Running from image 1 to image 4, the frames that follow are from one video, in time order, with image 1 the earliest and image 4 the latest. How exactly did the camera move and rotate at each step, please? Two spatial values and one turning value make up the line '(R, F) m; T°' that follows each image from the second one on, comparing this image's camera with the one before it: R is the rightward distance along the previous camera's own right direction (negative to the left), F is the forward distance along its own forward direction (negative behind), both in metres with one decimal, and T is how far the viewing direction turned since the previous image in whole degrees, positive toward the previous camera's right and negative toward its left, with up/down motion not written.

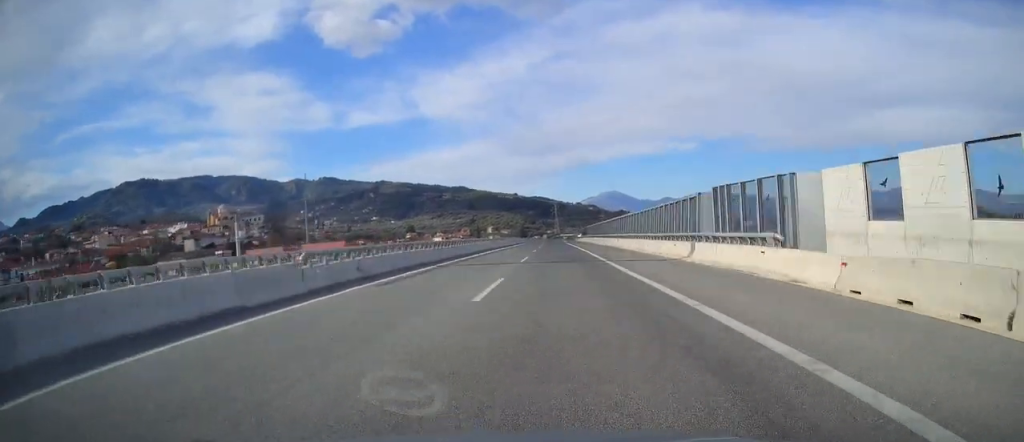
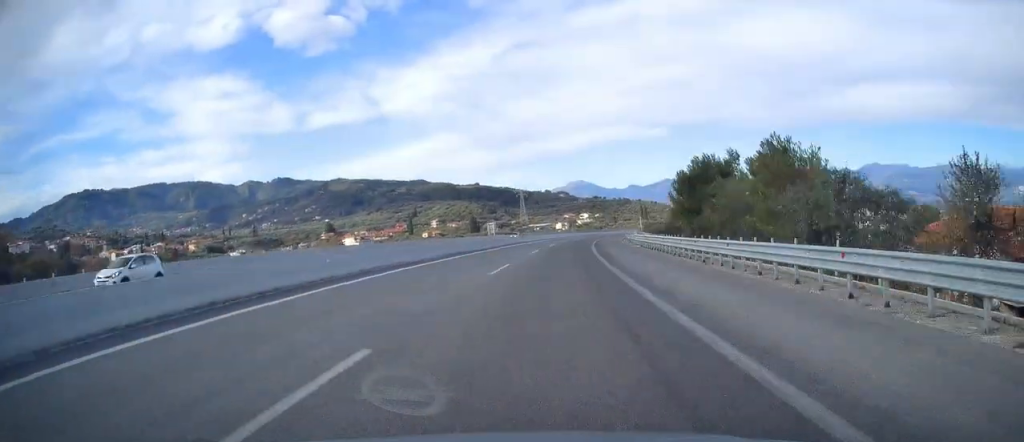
(+4.7, +198.1) m; +5°
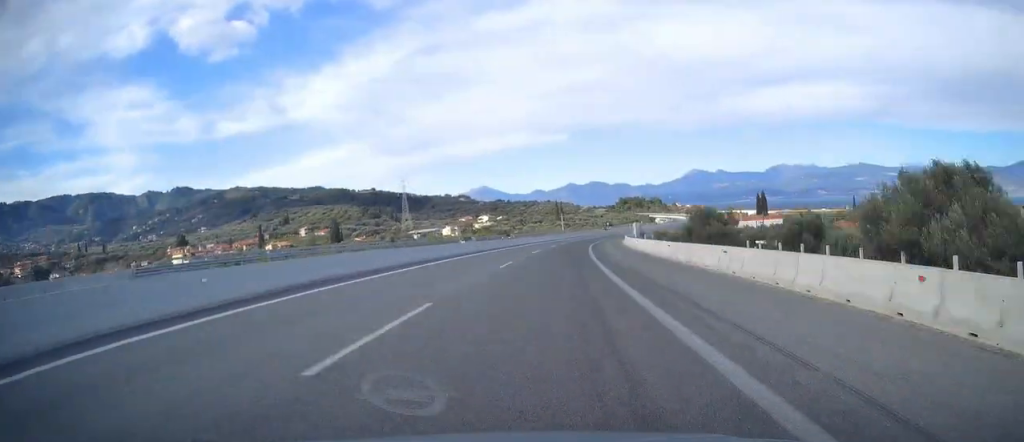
(+3.0, +99.9) m; +5°
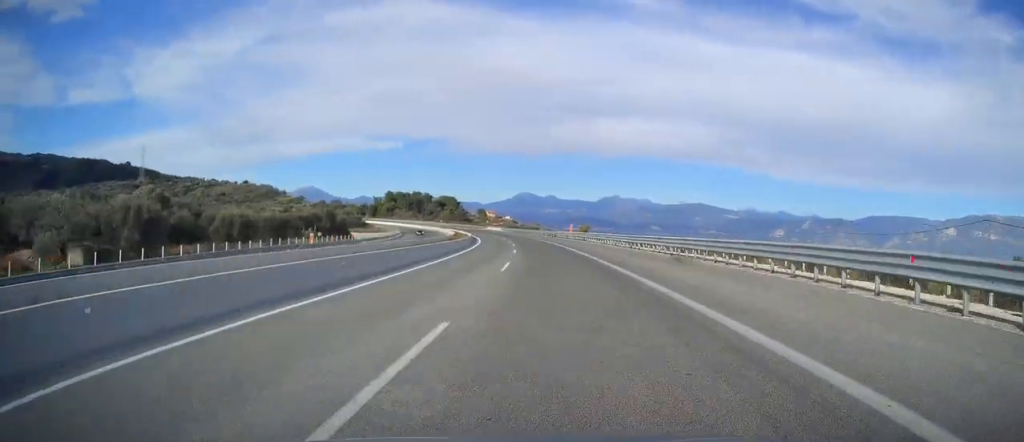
(+67.4, +348.2) m; +14°
